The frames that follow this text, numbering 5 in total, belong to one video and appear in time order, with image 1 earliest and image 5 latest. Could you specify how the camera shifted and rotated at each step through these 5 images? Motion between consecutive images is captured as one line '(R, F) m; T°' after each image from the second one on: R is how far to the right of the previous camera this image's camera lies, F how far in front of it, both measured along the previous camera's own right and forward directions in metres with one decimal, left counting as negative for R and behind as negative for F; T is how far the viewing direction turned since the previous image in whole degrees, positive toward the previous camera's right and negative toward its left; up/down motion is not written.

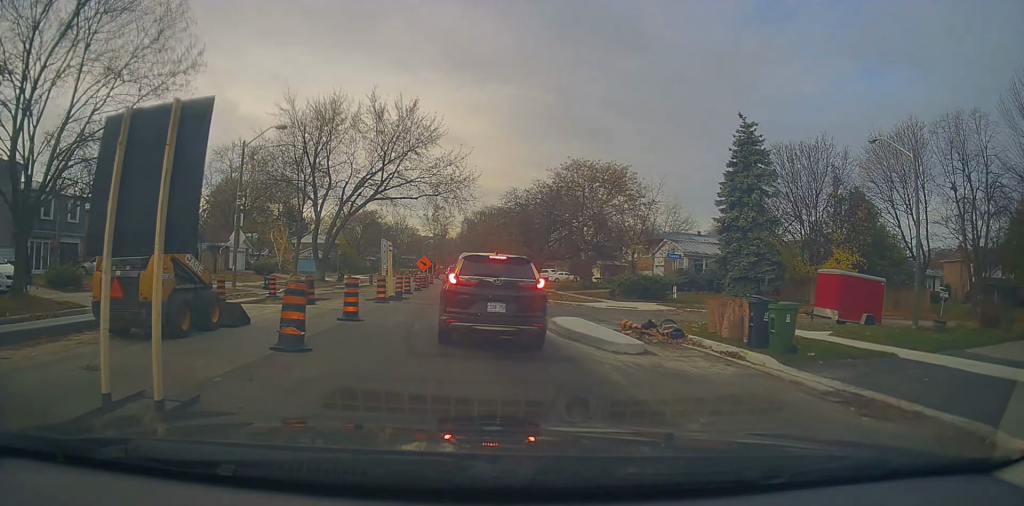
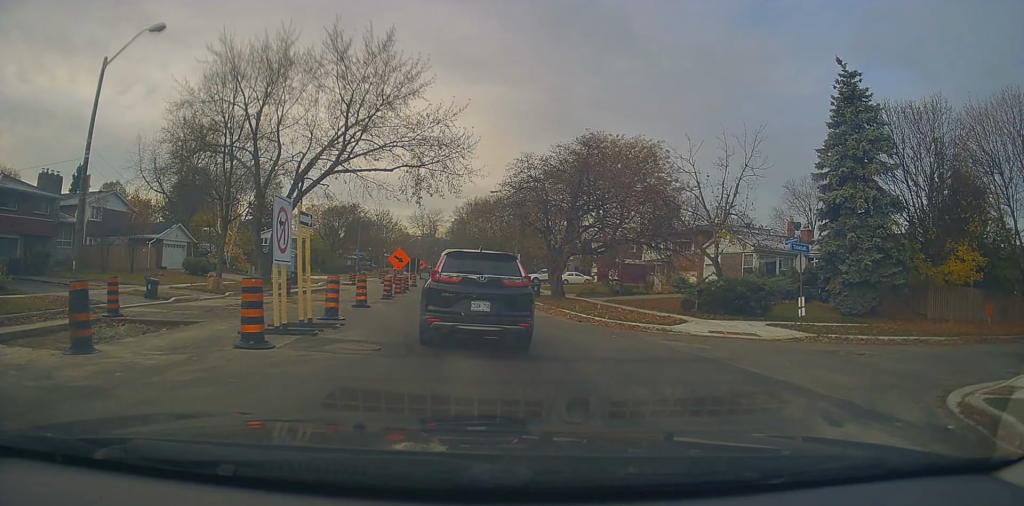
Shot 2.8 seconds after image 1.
(0.0, +14.2) m; +5°
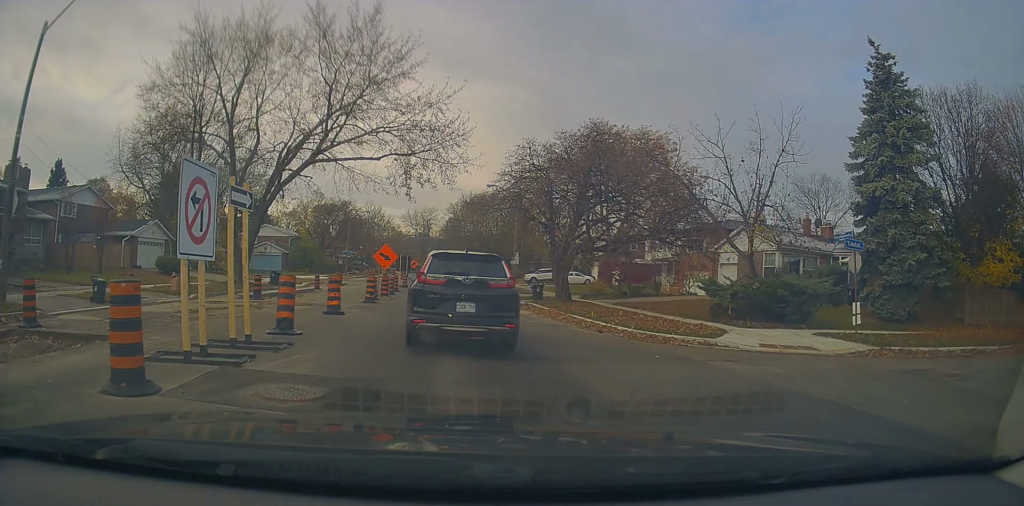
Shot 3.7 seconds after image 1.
(+0.1, +3.6) m; +1°
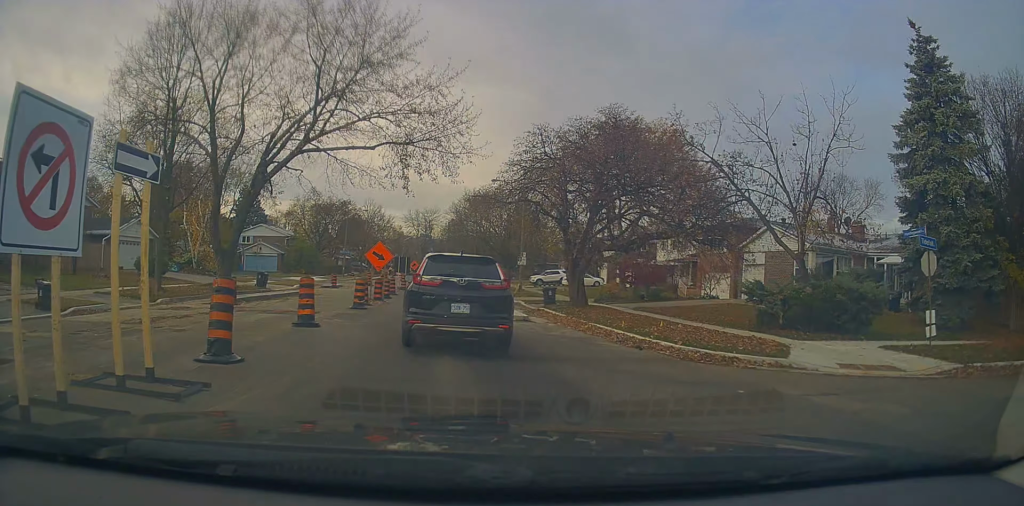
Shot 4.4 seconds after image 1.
(+0.2, +3.2) m; -4°
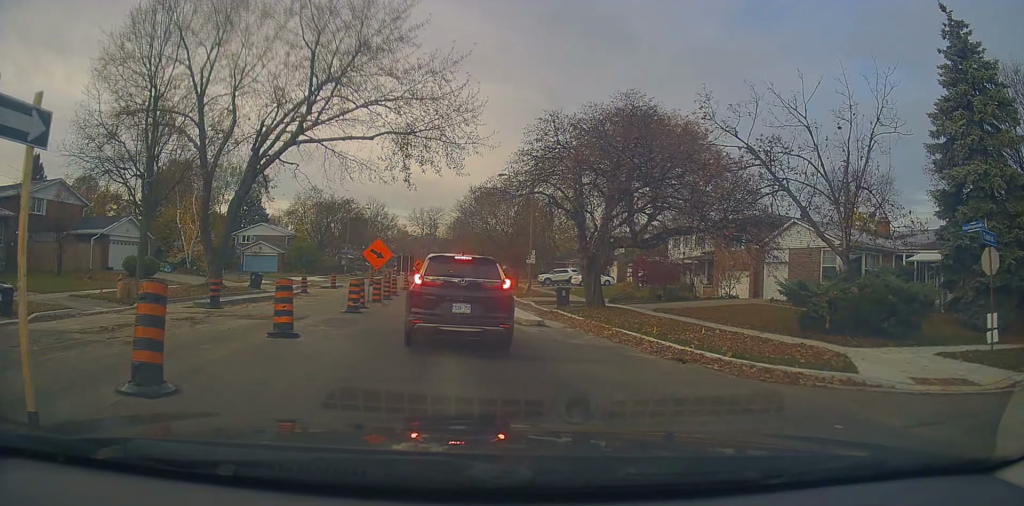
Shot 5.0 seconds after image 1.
(-0.3, +2.2) m; -5°
